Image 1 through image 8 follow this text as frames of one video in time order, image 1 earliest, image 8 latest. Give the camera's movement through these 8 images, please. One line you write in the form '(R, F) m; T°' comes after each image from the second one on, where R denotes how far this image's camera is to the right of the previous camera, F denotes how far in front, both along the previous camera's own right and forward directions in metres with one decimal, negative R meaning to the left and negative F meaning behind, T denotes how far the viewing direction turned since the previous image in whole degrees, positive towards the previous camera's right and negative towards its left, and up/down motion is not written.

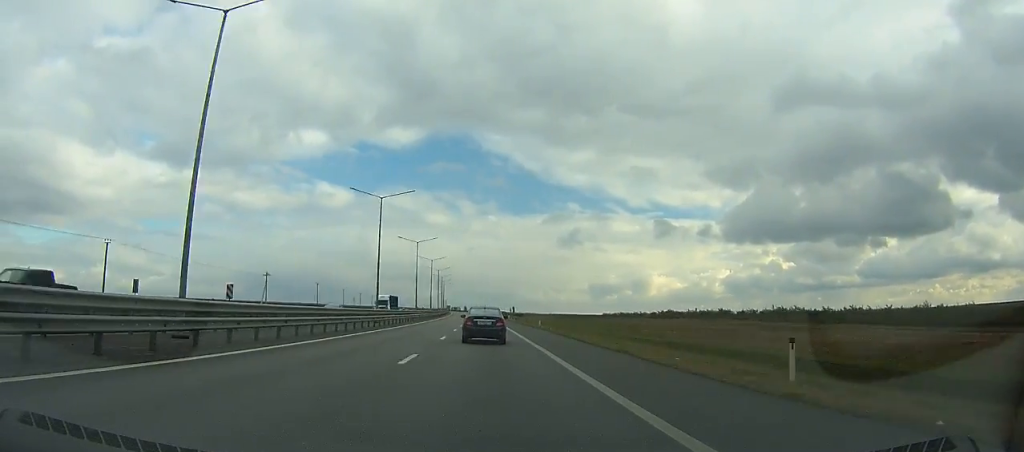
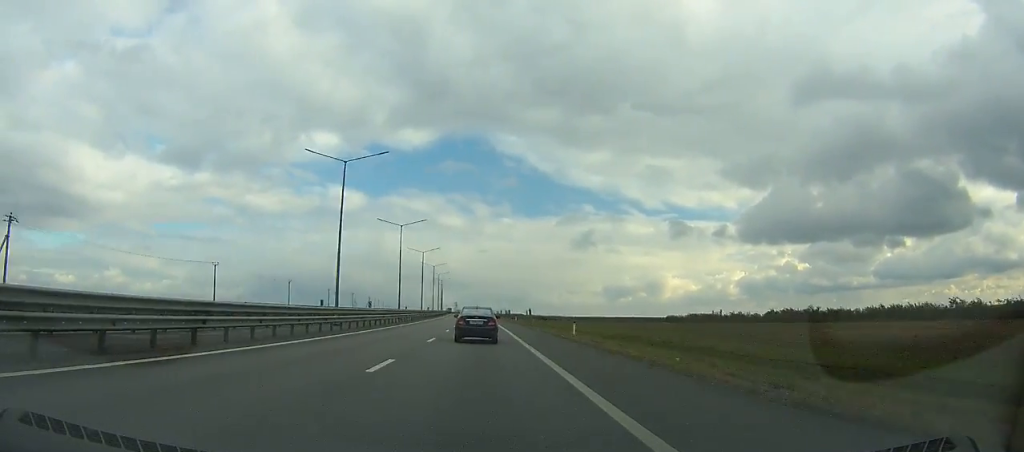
(-0.9, +71.5) m; -1°
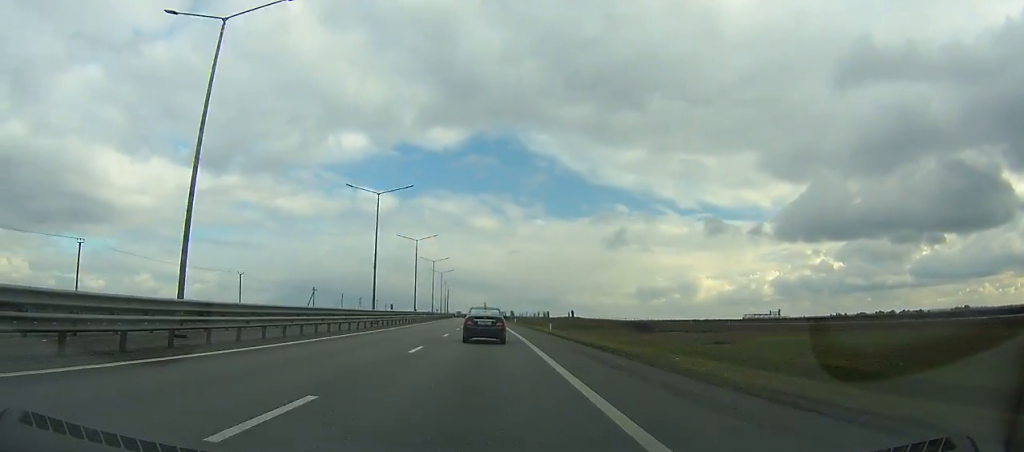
(-3.0, +137.0) m; -3°
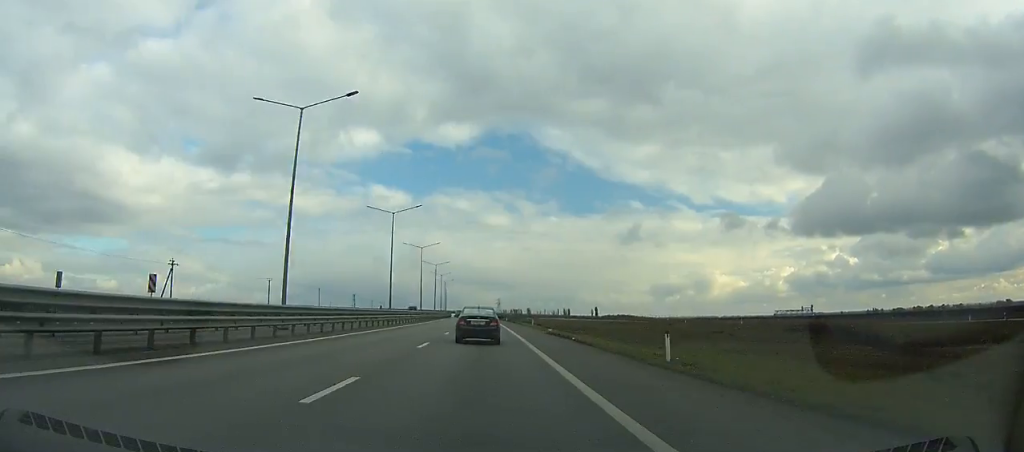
(-0.9, +79.8) m; -2°
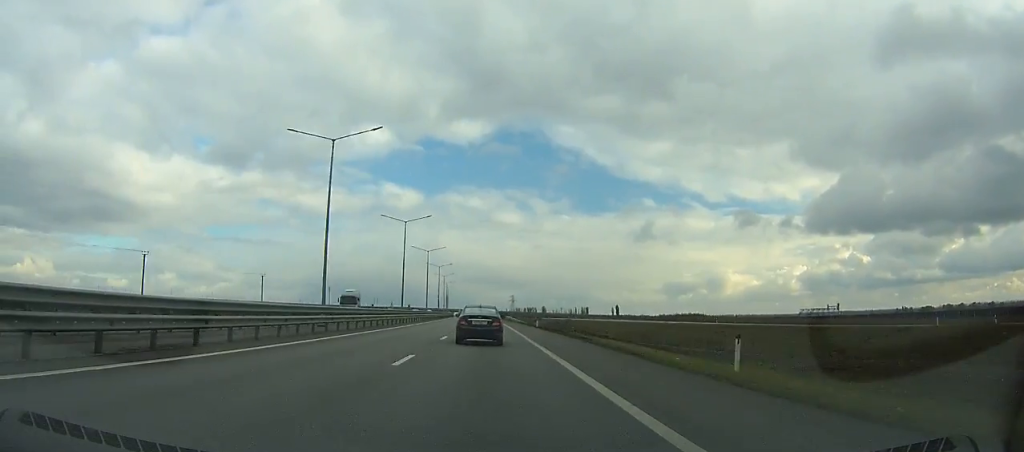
(-0.8, +52.4) m; -1°
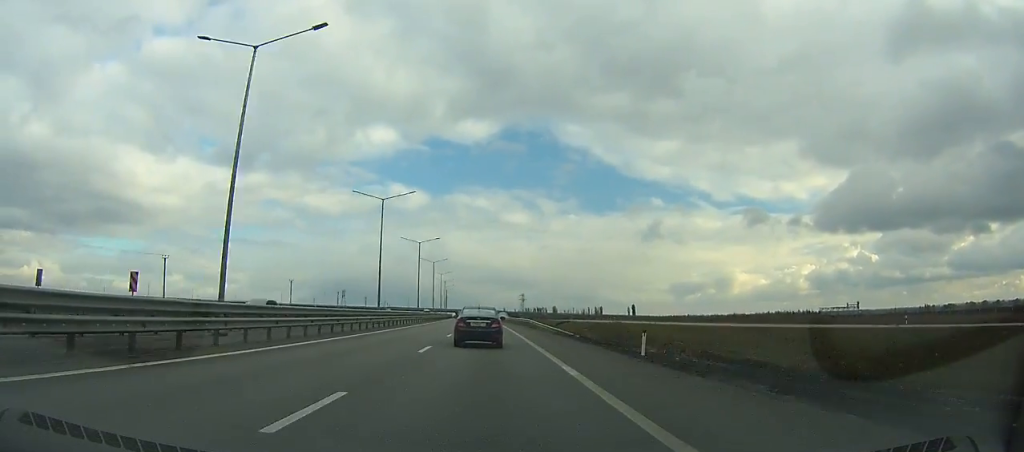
(-0.2, +40.6) m; -1°
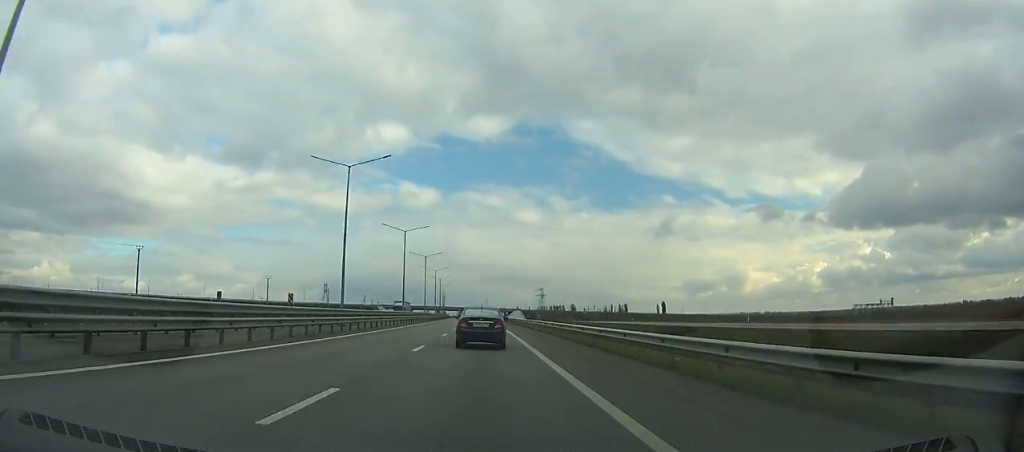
(-0.8, +68.7) m; -1°
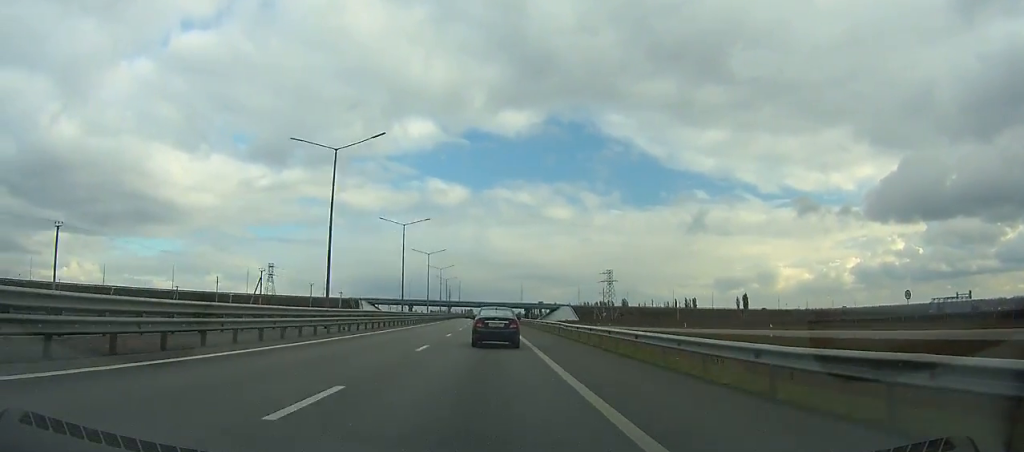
(-2.8, +125.2) m; -2°
